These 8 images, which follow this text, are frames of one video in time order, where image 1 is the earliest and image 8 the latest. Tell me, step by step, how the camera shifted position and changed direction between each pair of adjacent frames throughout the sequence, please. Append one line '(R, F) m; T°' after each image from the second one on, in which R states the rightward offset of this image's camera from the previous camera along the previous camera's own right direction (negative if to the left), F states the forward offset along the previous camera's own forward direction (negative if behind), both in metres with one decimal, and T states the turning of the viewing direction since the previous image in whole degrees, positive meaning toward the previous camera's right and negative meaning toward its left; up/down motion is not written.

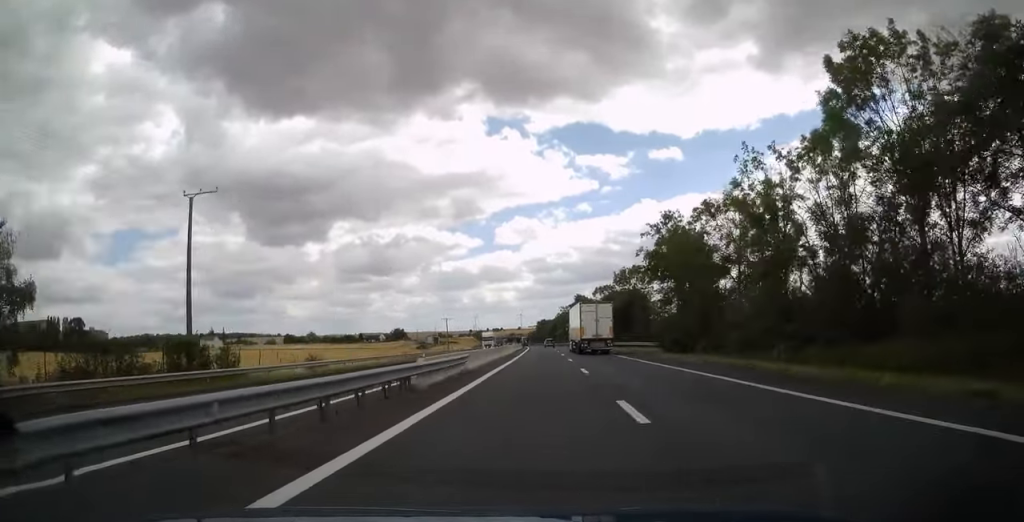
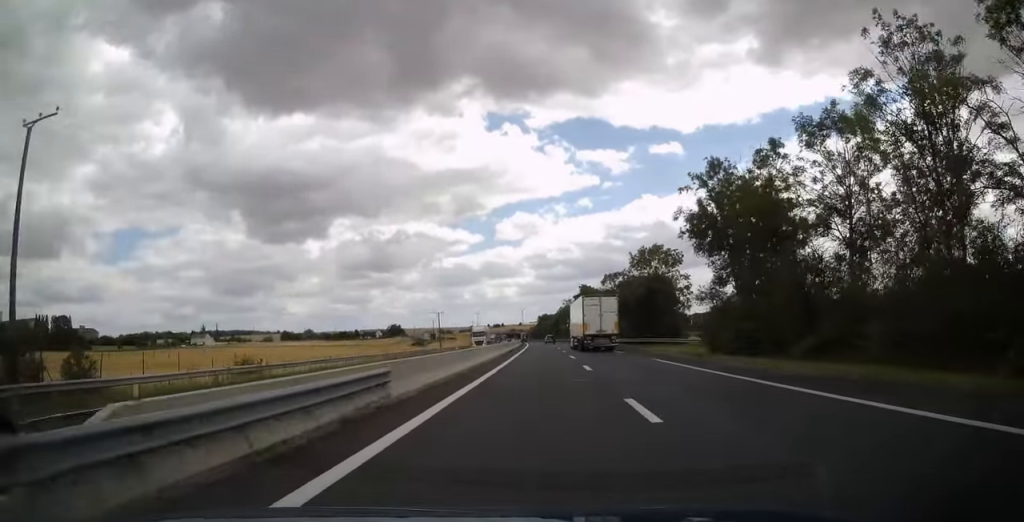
(0.0, +13.5) m; 0°
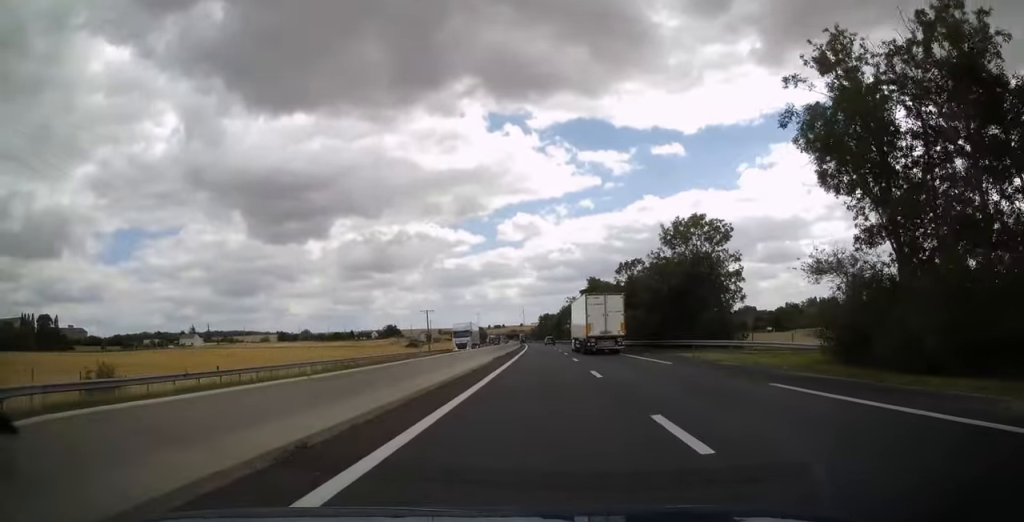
(0.0, +15.6) m; 0°
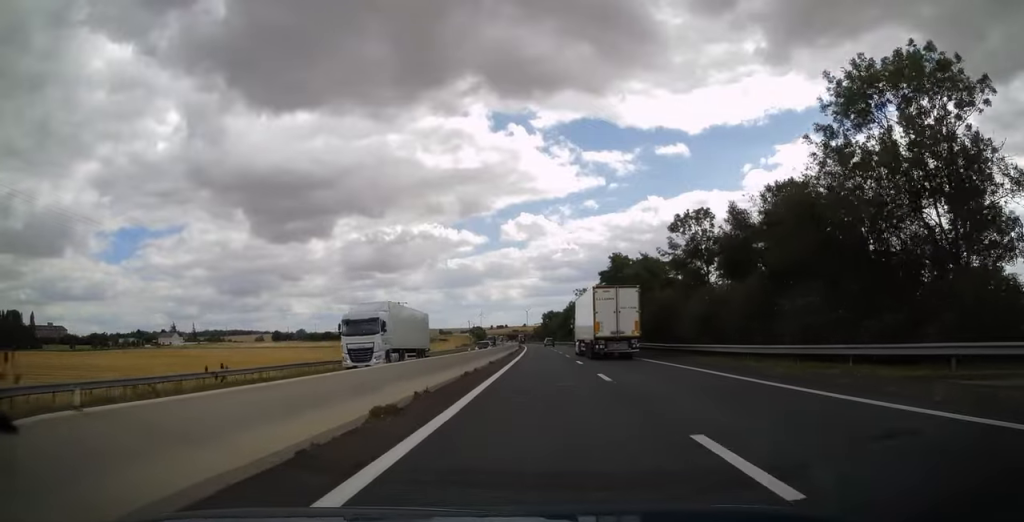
(0.0, +27.7) m; 0°
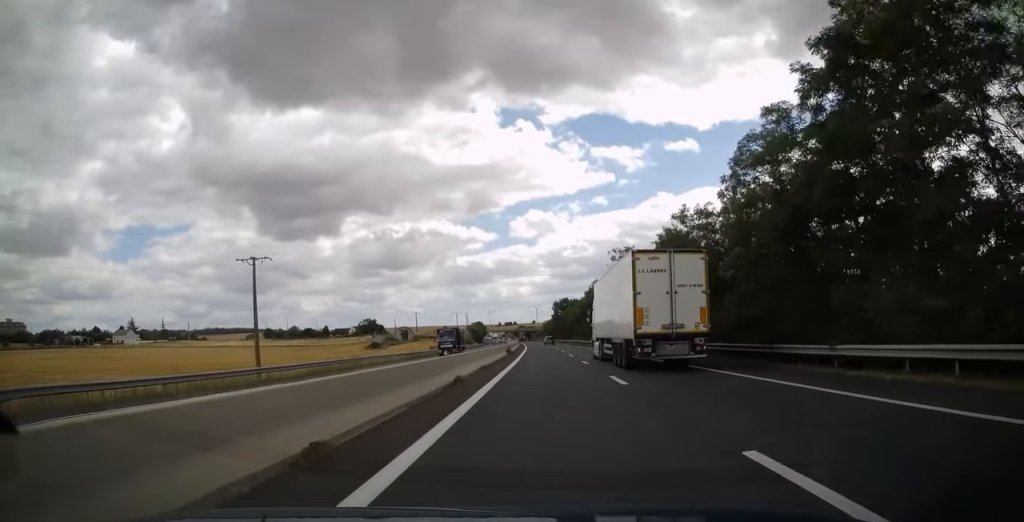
(-0.4, +53.9) m; -1°
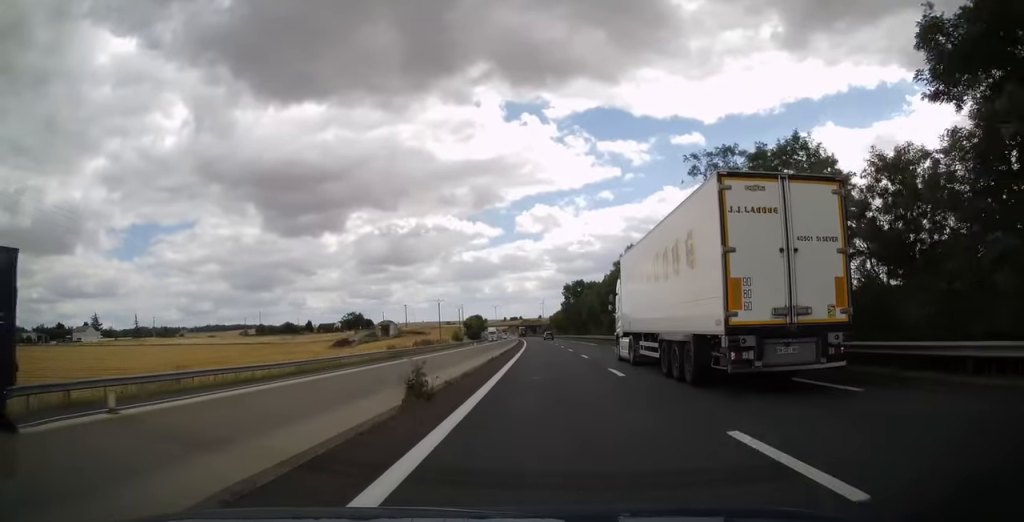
(-0.3, +38.3) m; -1°
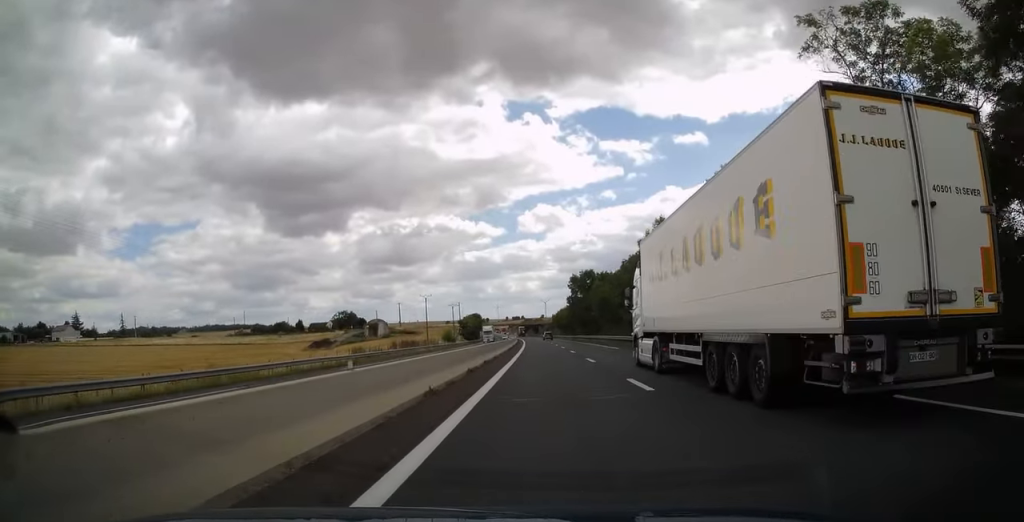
(0.0, +17.6) m; 0°
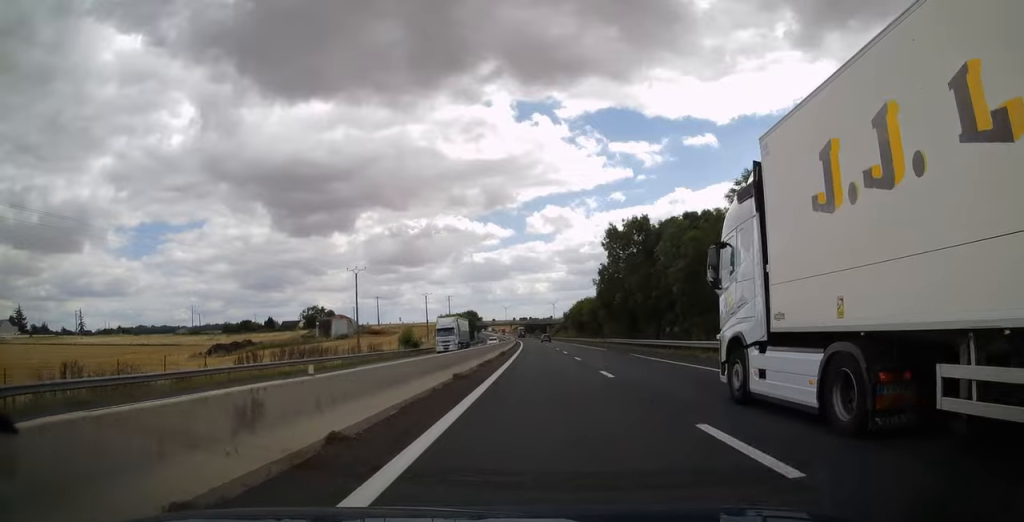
(-0.1, +47.0) m; -1°
